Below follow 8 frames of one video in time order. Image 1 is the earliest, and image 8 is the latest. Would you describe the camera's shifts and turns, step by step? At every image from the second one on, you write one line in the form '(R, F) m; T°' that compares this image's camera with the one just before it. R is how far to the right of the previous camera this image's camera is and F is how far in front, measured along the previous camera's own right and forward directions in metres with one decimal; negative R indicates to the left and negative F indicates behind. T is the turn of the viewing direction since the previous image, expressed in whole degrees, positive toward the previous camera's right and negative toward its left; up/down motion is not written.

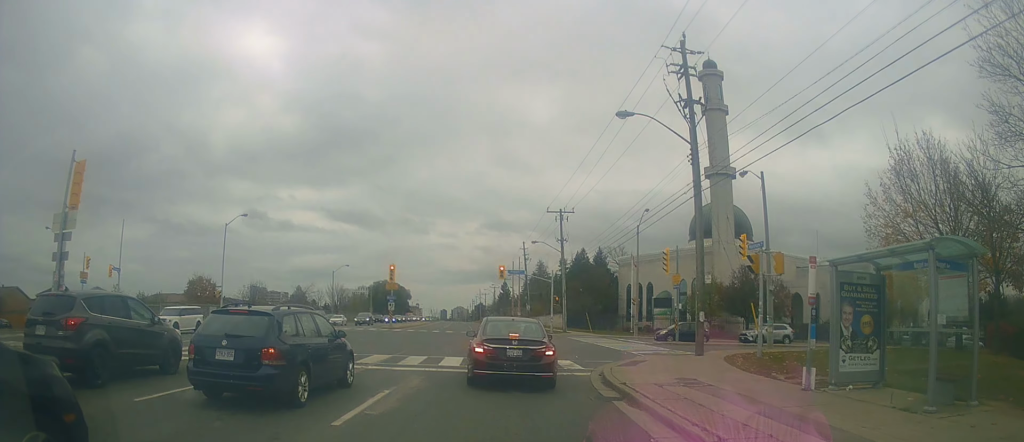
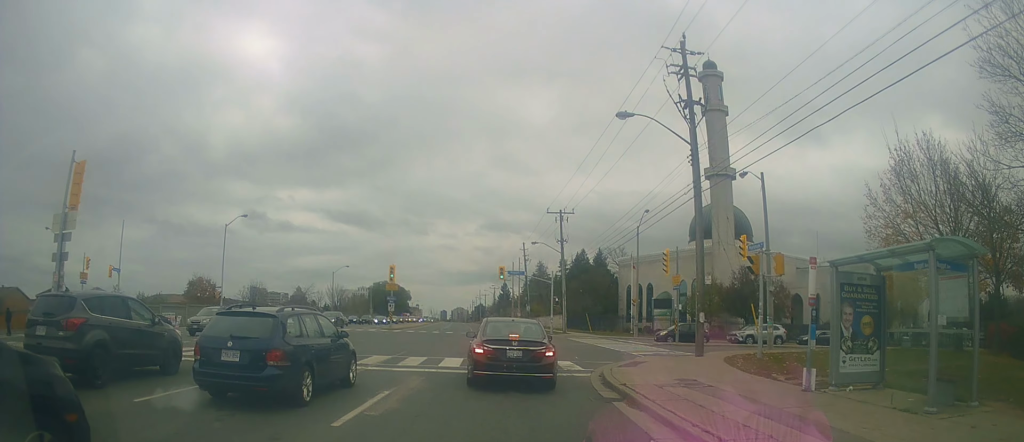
(-0.1, +0.3) m; 0°
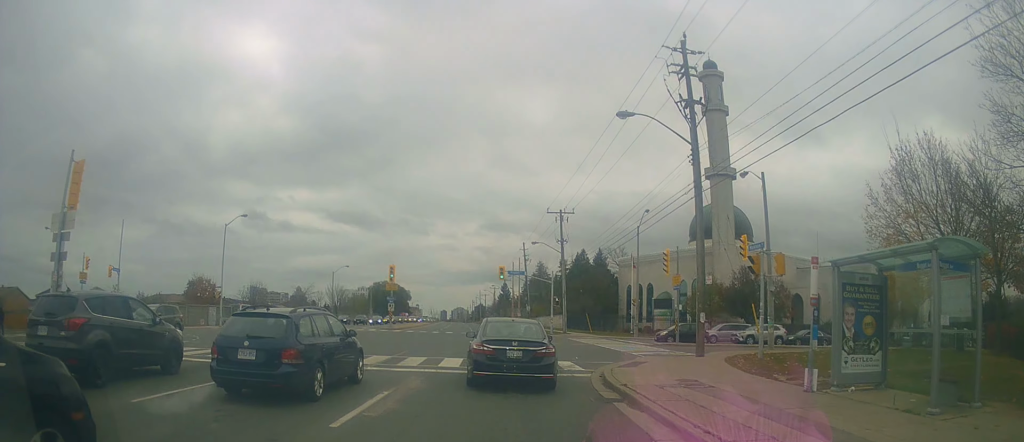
(0.0, 0.0) m; 0°
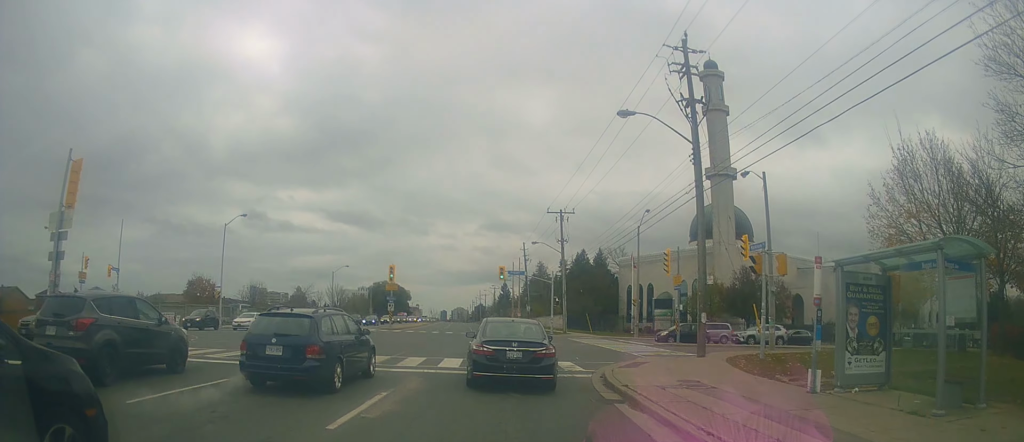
(0.0, 0.0) m; 0°
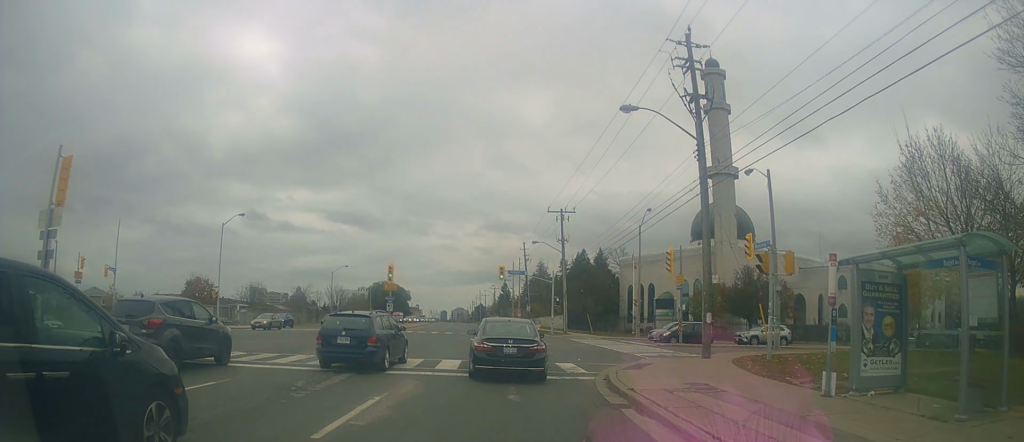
(-0.1, +0.2) m; 0°
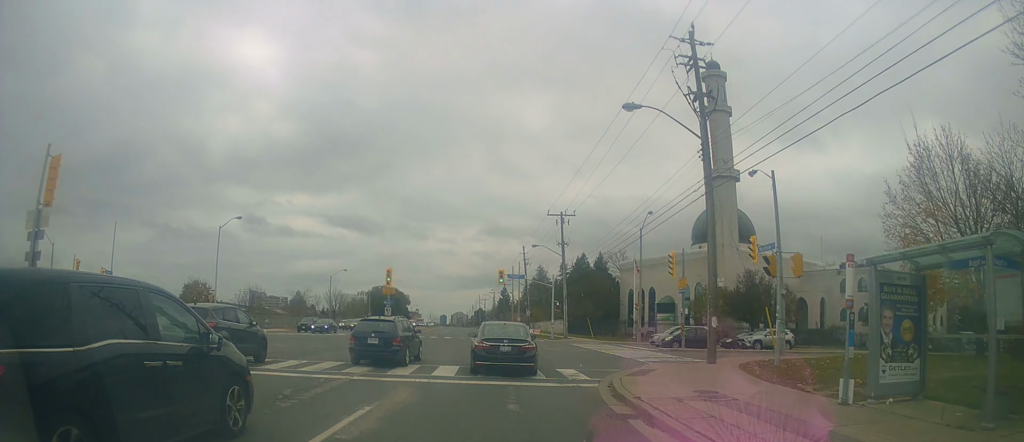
(-0.1, +0.2) m; 0°
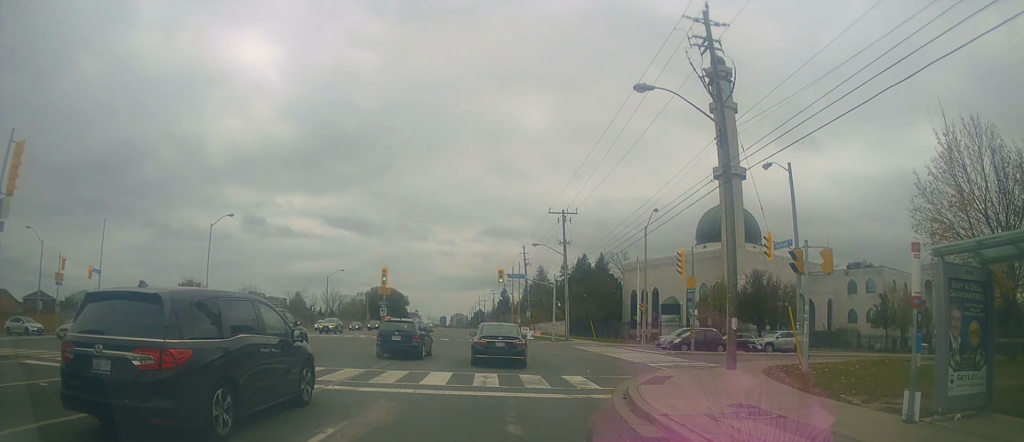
(-0.1, +0.5) m; 0°
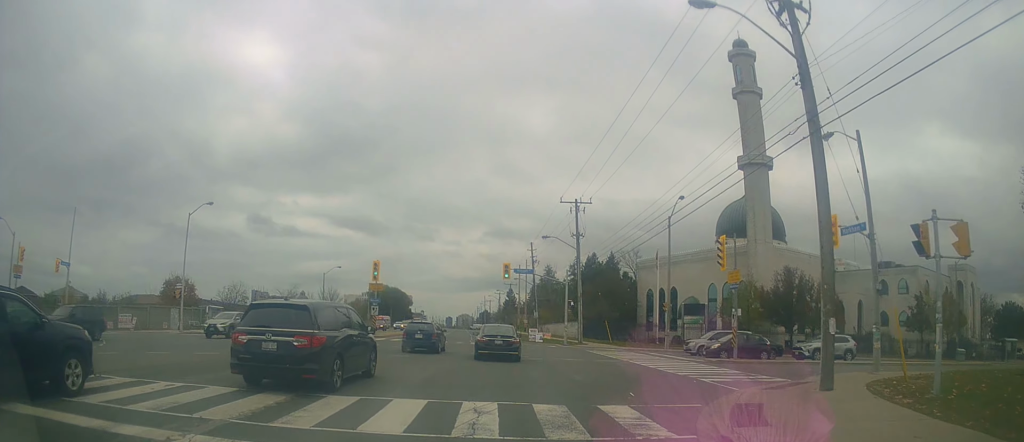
(0.0, +2.9) m; -1°
